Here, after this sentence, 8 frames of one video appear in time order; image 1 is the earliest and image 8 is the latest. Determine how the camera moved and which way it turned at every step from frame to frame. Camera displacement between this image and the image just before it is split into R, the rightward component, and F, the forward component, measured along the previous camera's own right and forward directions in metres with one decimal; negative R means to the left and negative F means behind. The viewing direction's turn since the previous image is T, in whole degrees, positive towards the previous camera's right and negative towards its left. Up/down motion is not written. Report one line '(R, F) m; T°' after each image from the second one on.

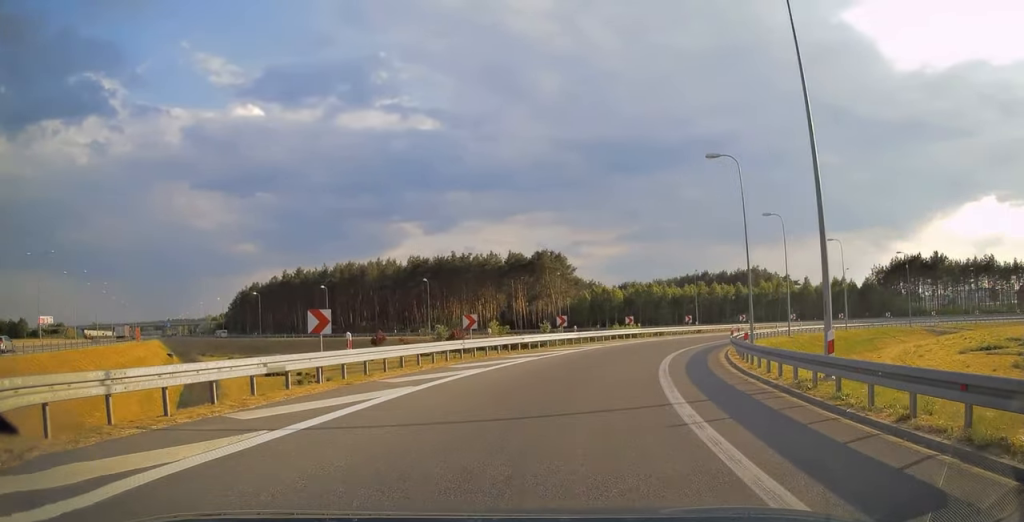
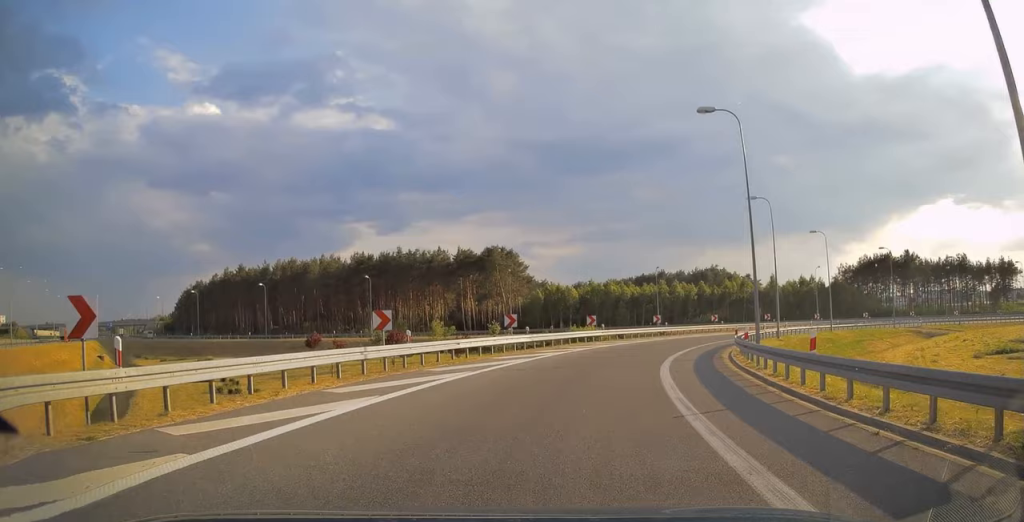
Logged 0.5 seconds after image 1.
(+0.2, +7.3) m; +5°
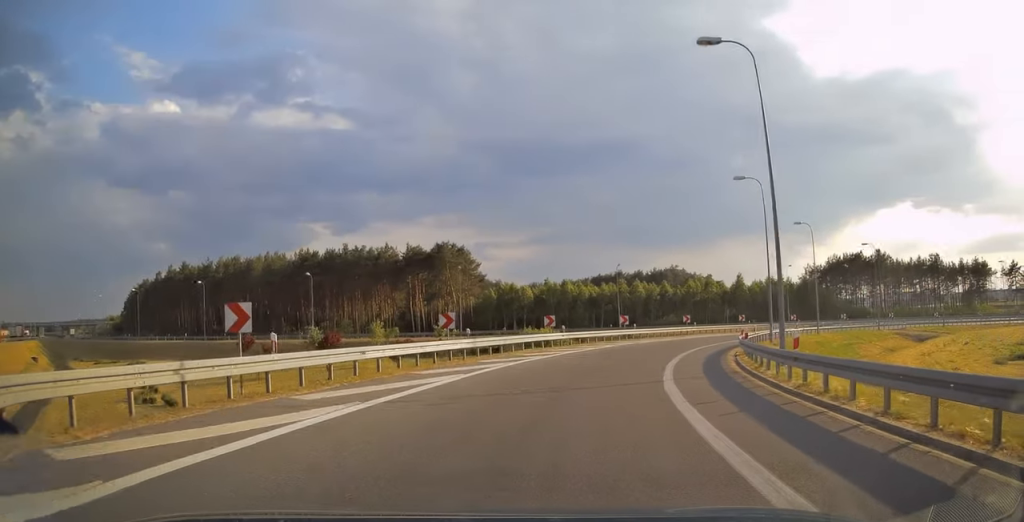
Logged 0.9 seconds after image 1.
(+0.3, +6.7) m; +4°
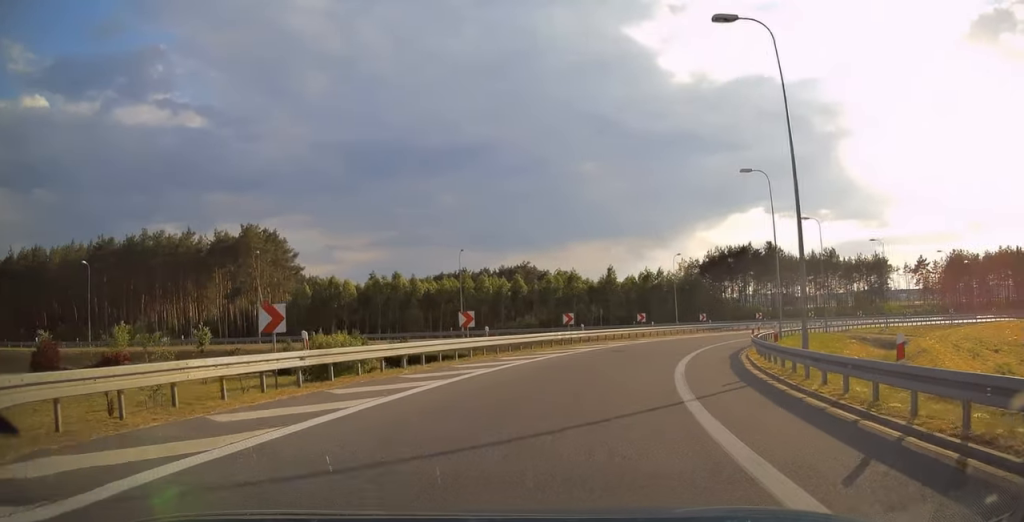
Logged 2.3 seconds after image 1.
(+2.5, +21.1) m; +14°
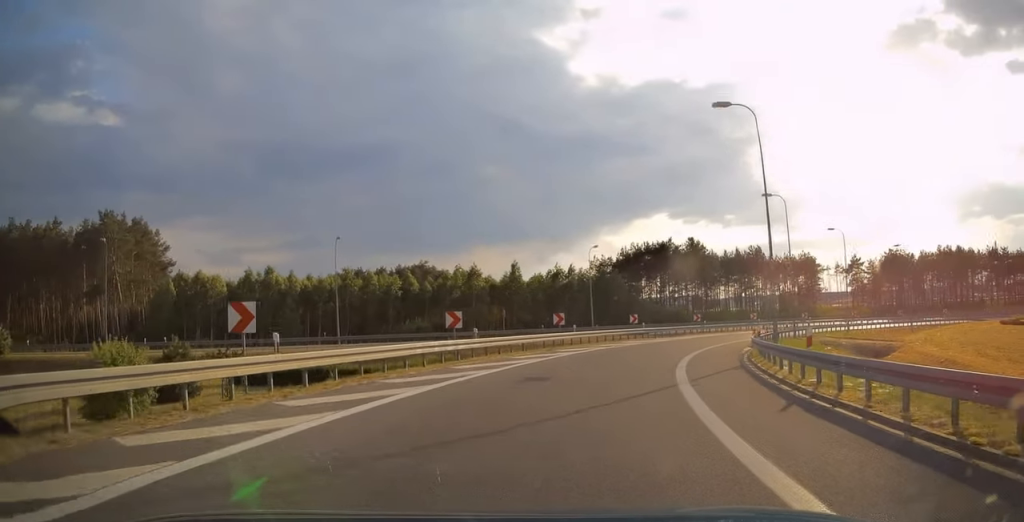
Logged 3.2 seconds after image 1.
(+1.0, +12.0) m; +10°
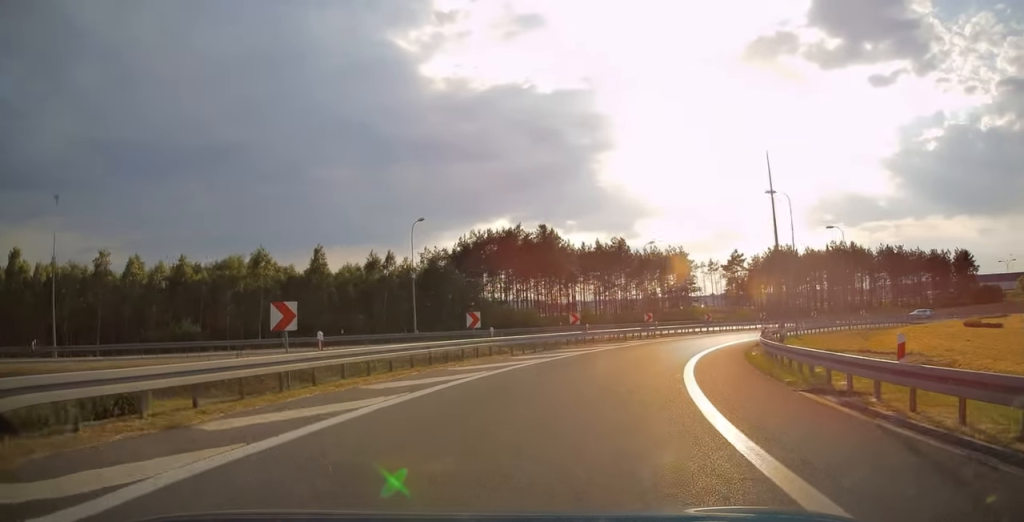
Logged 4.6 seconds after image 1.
(+3.0, +20.5) m; +15°
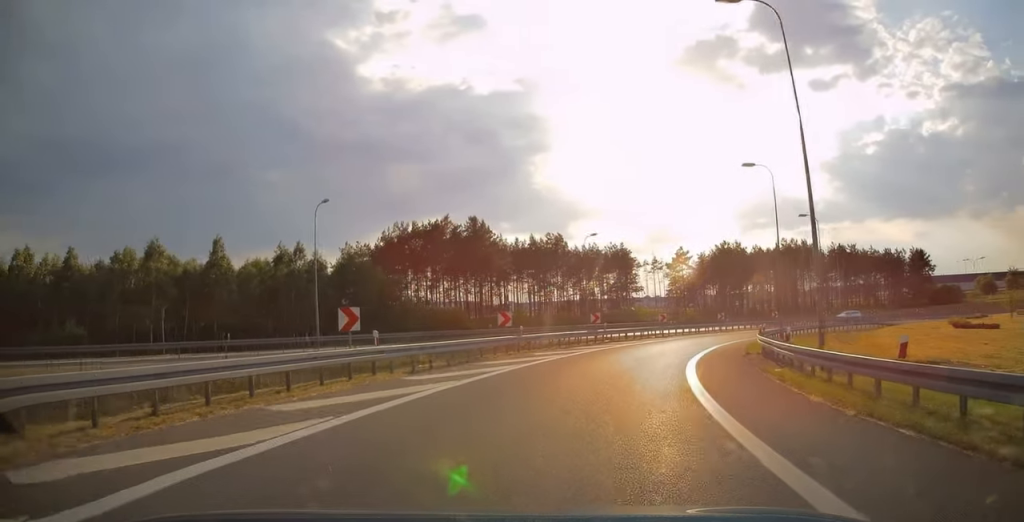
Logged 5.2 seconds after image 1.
(+0.4, +8.1) m; +5°
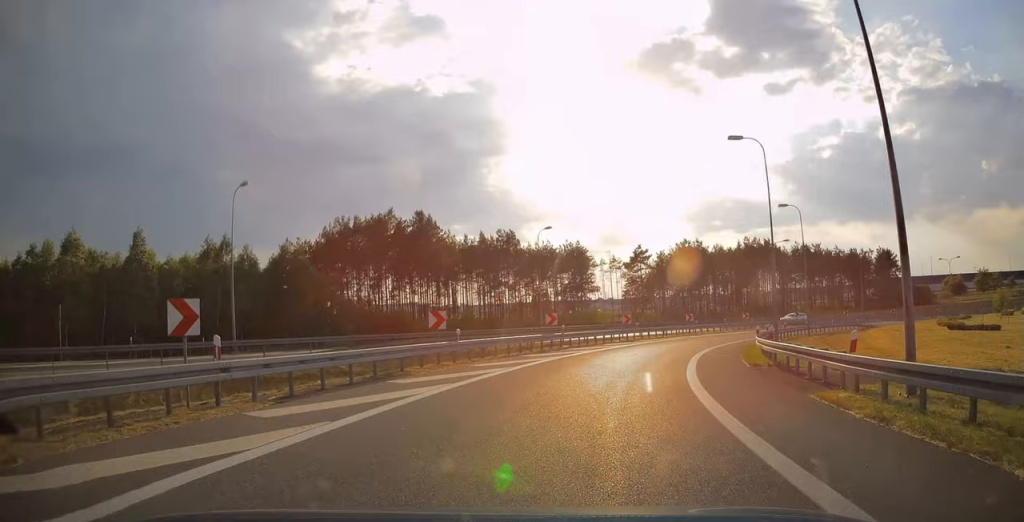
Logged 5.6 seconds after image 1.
(0.0, +5.7) m; +4°
